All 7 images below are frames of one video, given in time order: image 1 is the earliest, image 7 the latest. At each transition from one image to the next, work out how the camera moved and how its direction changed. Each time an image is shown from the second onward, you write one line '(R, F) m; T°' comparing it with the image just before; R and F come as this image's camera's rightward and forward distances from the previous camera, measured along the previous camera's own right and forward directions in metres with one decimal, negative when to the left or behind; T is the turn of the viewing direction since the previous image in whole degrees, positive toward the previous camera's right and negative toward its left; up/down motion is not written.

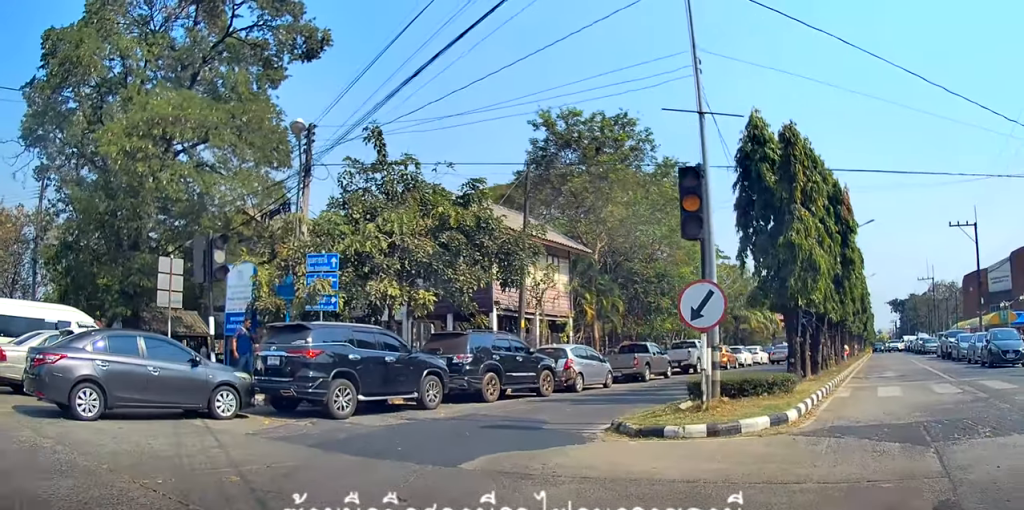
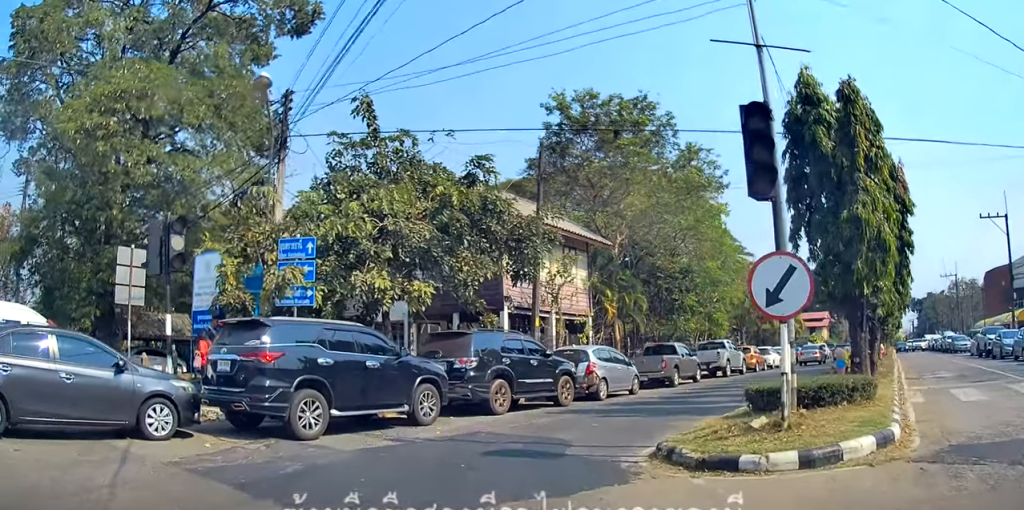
(0.0, +2.7) m; -1°
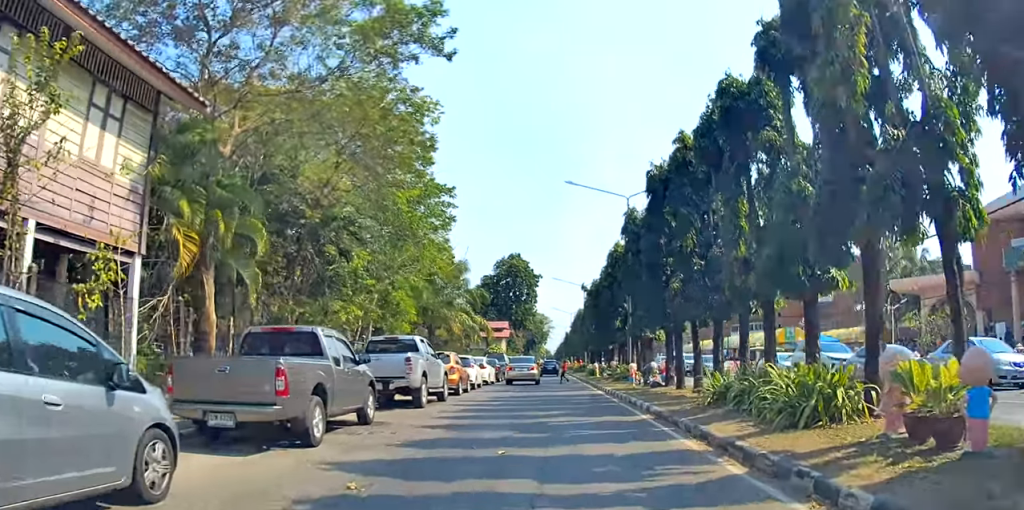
(+2.4, +14.2) m; +17°
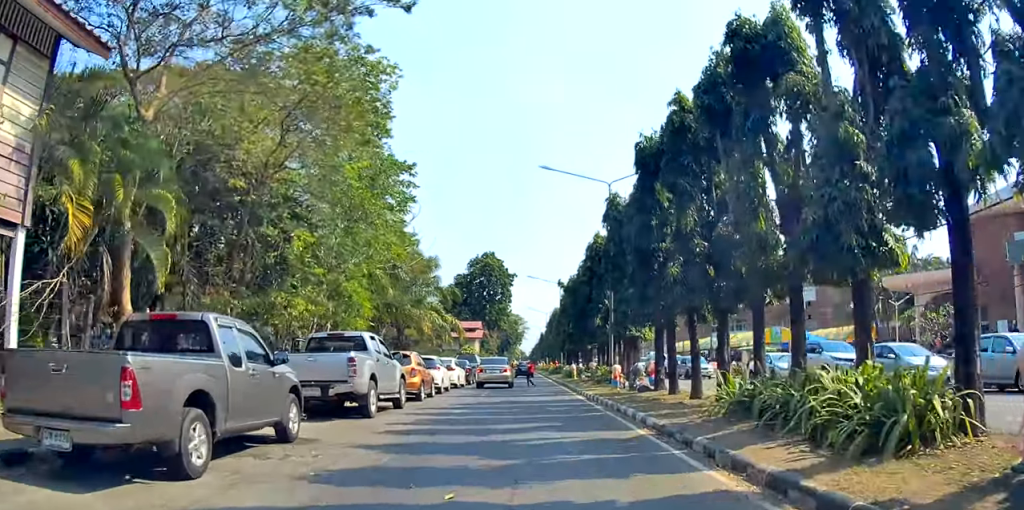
(0.0, +2.1) m; +1°
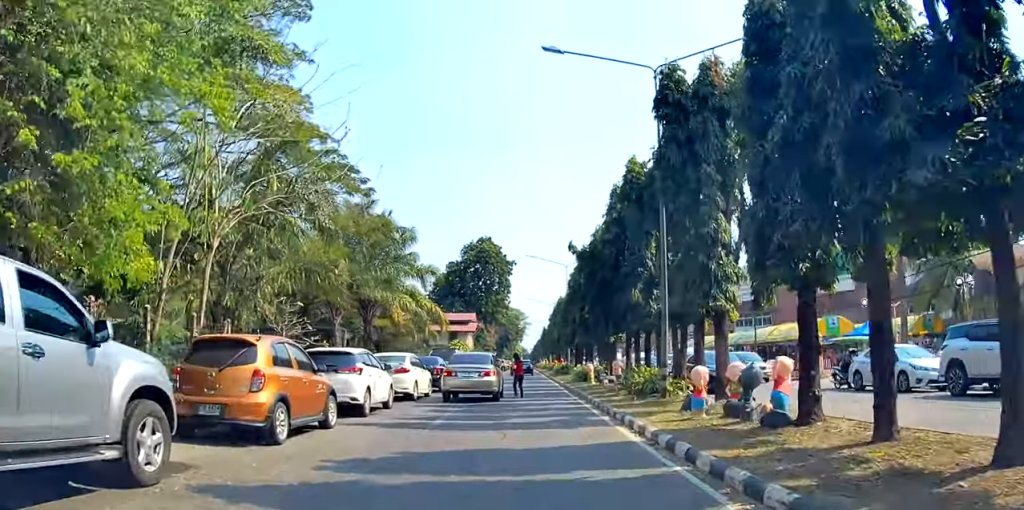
(+0.3, +9.0) m; +4°
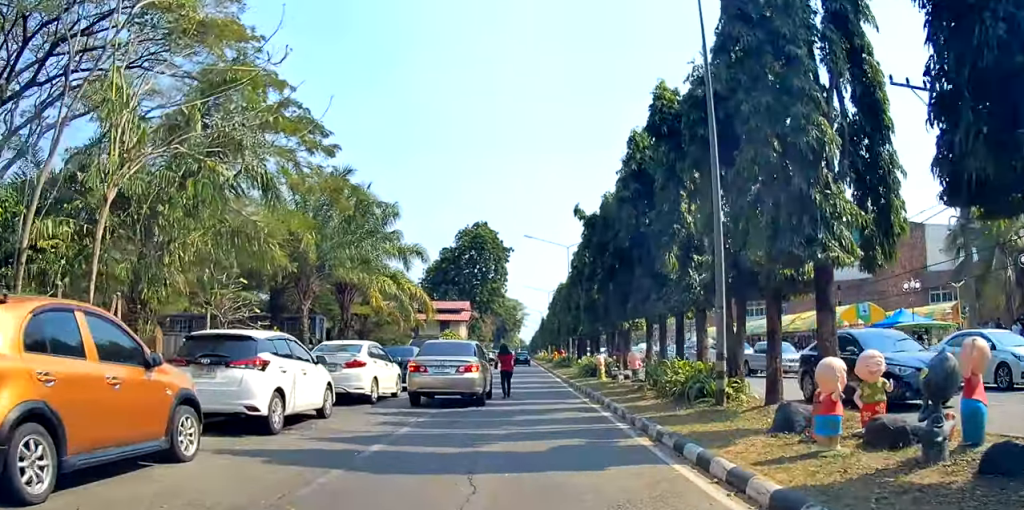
(+0.1, +4.4) m; +5°
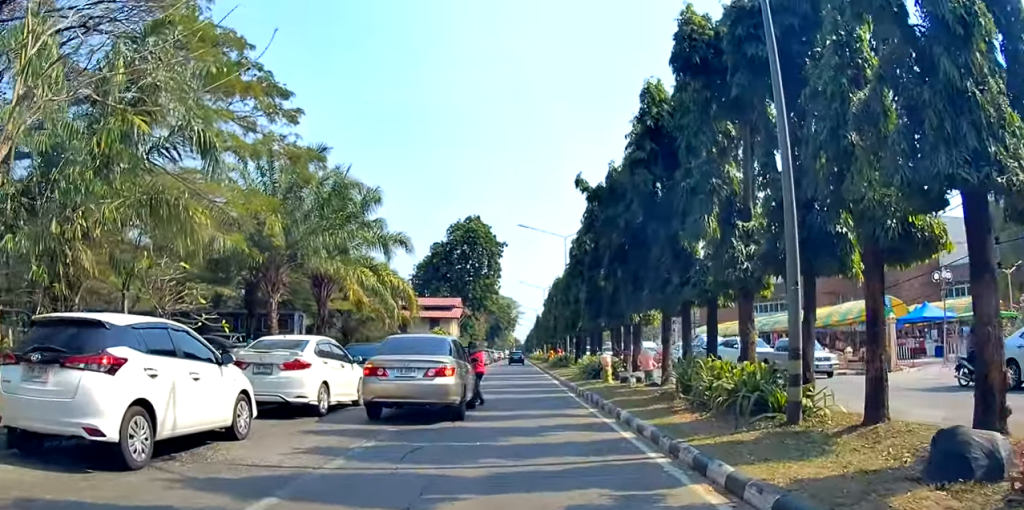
(+0.3, +3.3) m; -4°
